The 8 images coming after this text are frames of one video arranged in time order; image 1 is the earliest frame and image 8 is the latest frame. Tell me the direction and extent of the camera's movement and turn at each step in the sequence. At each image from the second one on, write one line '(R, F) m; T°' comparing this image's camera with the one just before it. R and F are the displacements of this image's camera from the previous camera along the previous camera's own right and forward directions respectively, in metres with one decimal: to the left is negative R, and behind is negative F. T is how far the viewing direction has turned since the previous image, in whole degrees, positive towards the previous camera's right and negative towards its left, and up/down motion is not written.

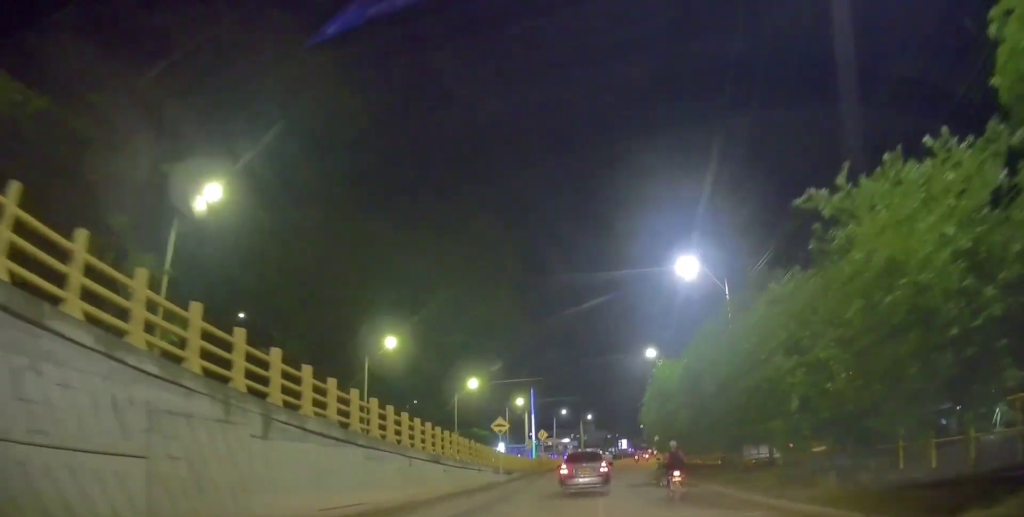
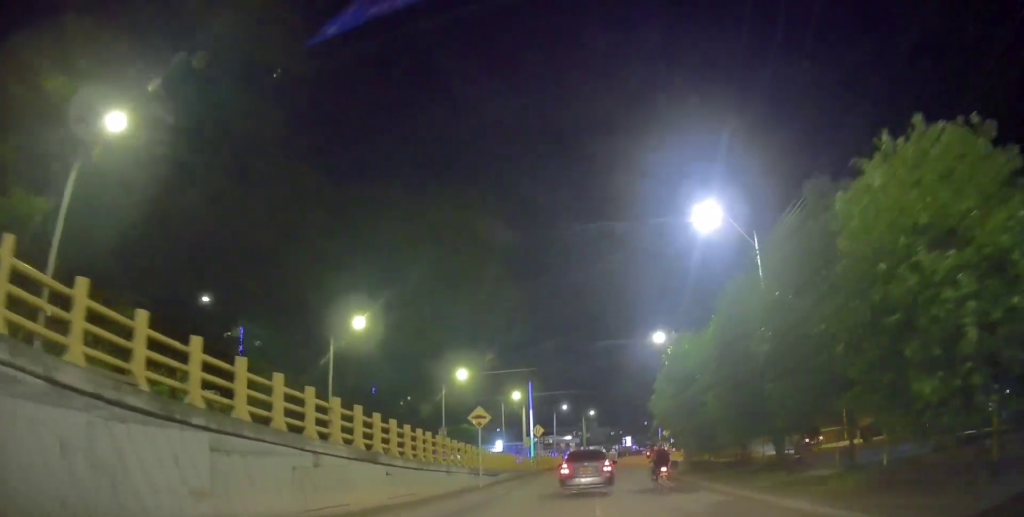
(+0.1, +4.9) m; +1°
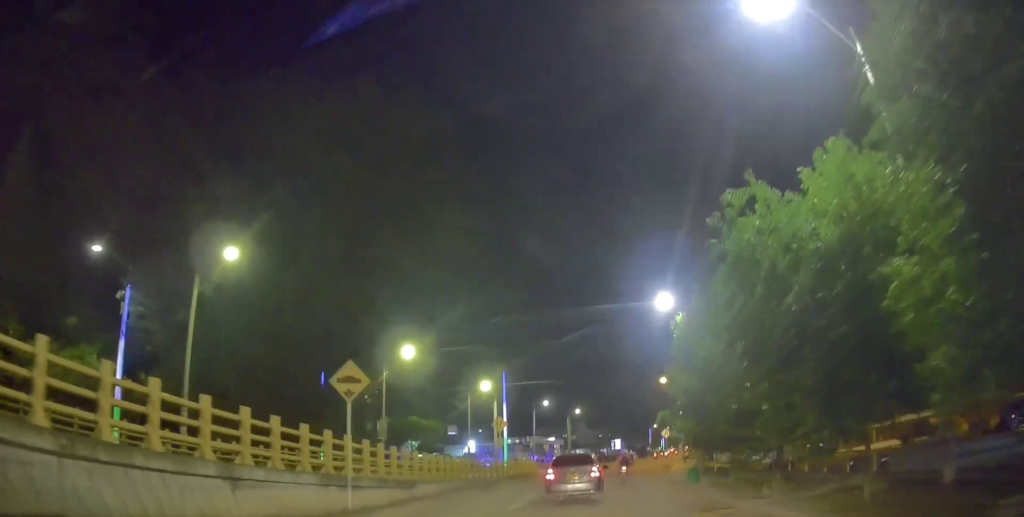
(0.0, +10.4) m; 0°
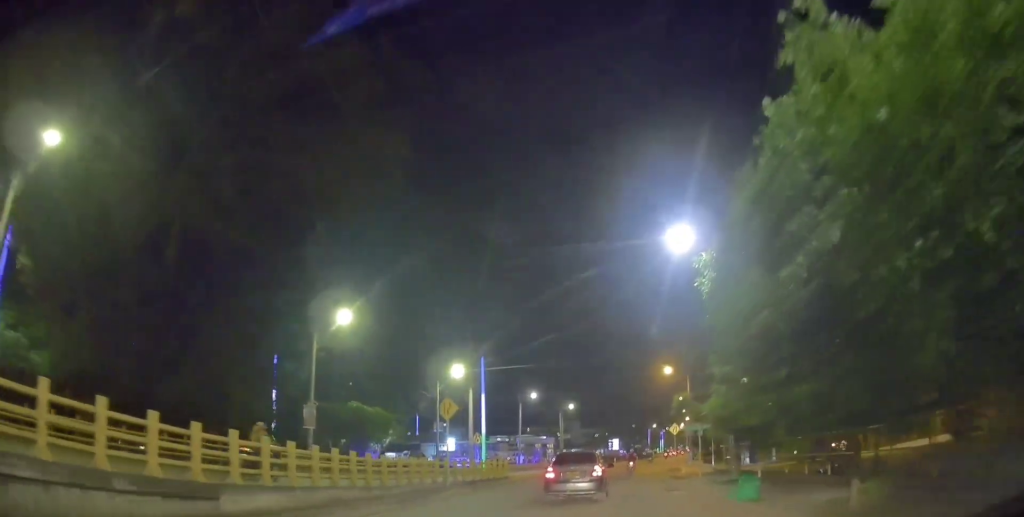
(-0.2, +8.3) m; -5°
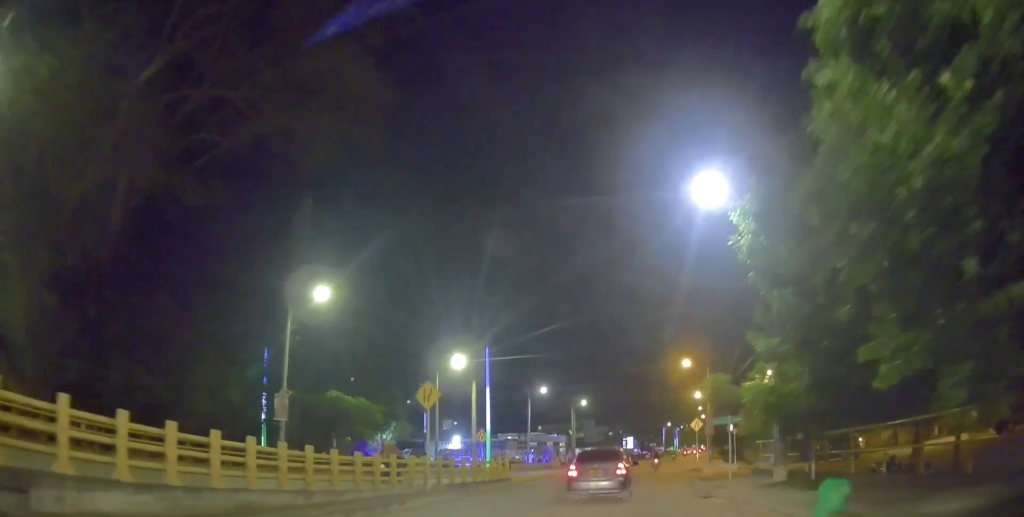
(-0.1, +3.8) m; -1°
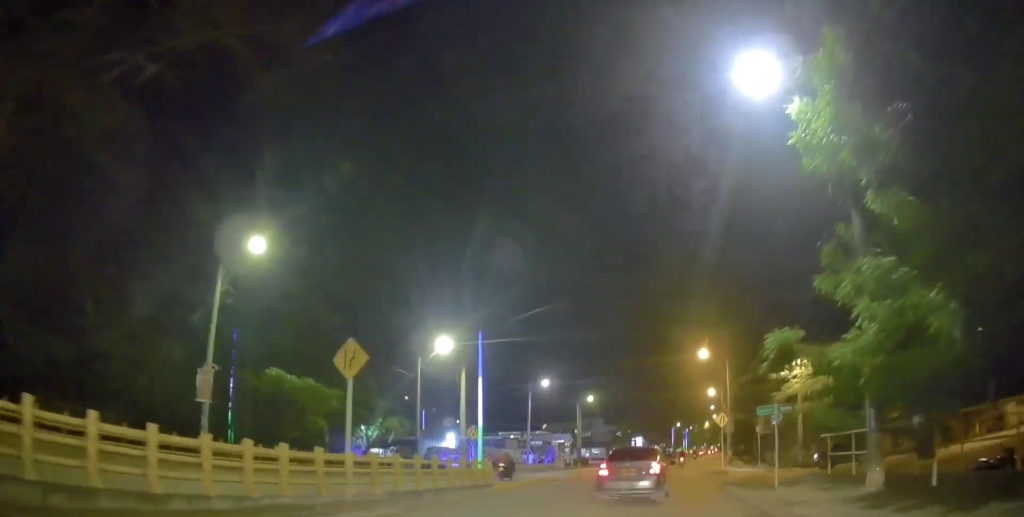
(0.0, +5.5) m; +3°
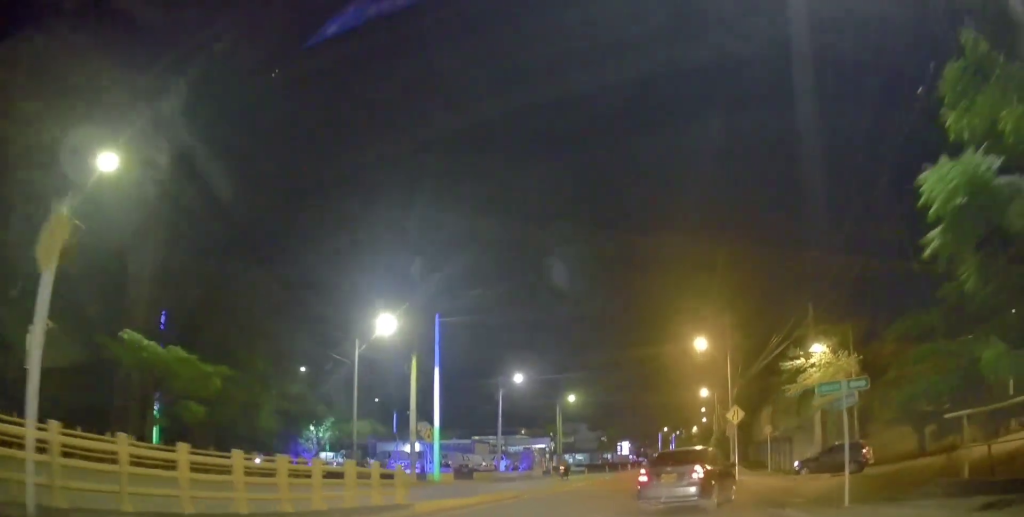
(+0.4, +6.6) m; +1°
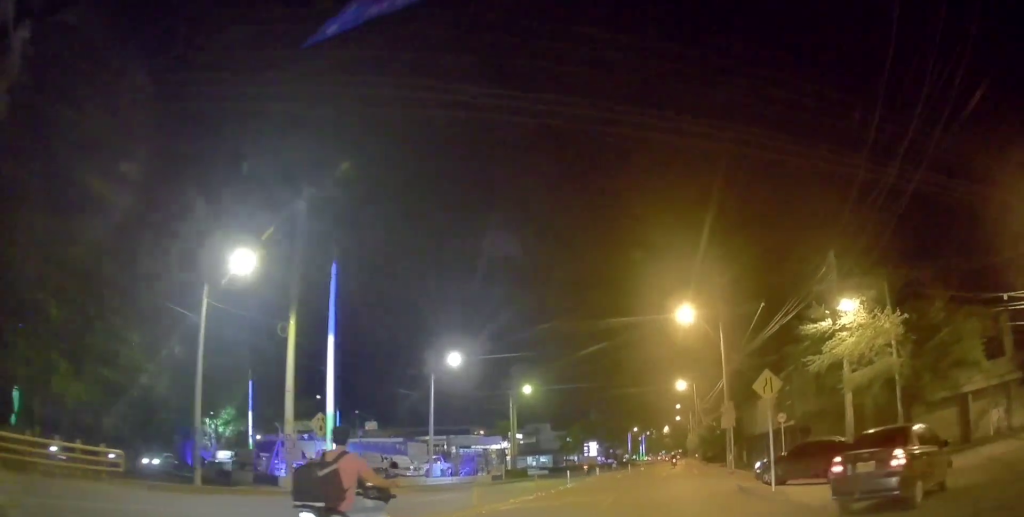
(-0.1, +9.2) m; +4°
